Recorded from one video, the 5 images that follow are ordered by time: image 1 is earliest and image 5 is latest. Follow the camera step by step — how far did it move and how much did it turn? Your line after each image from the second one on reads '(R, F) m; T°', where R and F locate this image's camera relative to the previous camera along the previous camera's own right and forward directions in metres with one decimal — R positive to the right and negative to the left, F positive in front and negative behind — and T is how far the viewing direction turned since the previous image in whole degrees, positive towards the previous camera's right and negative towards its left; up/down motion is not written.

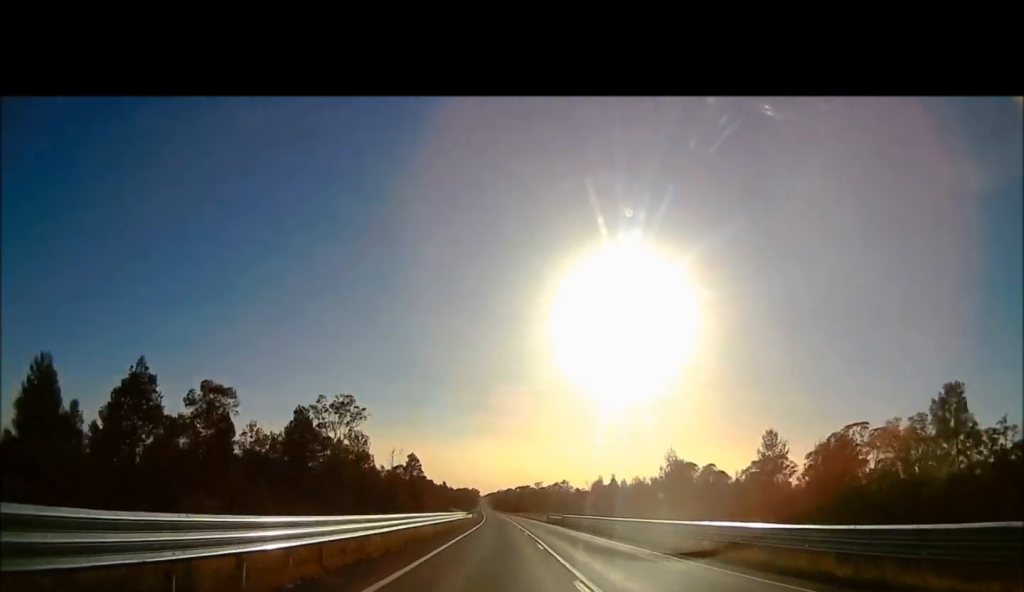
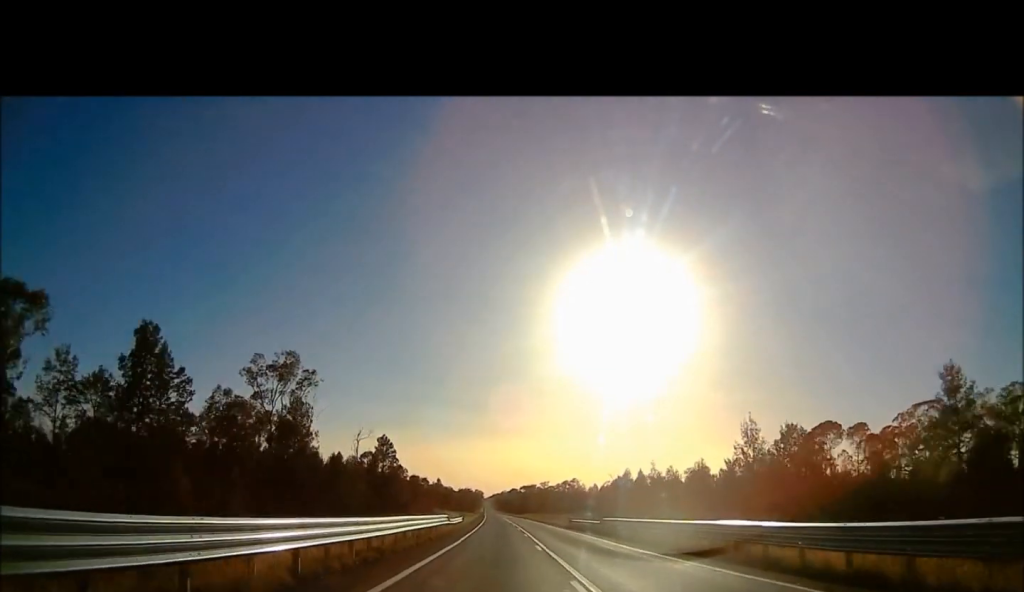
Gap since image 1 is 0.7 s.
(-0.4, +23.8) m; -1°
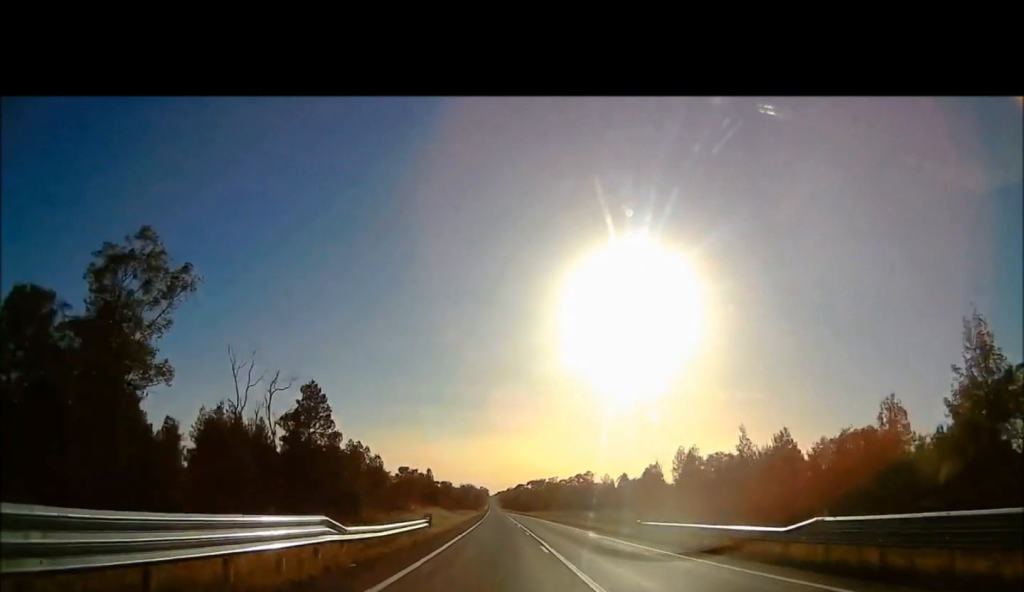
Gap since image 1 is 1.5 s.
(-0.1, +27.2) m; 0°
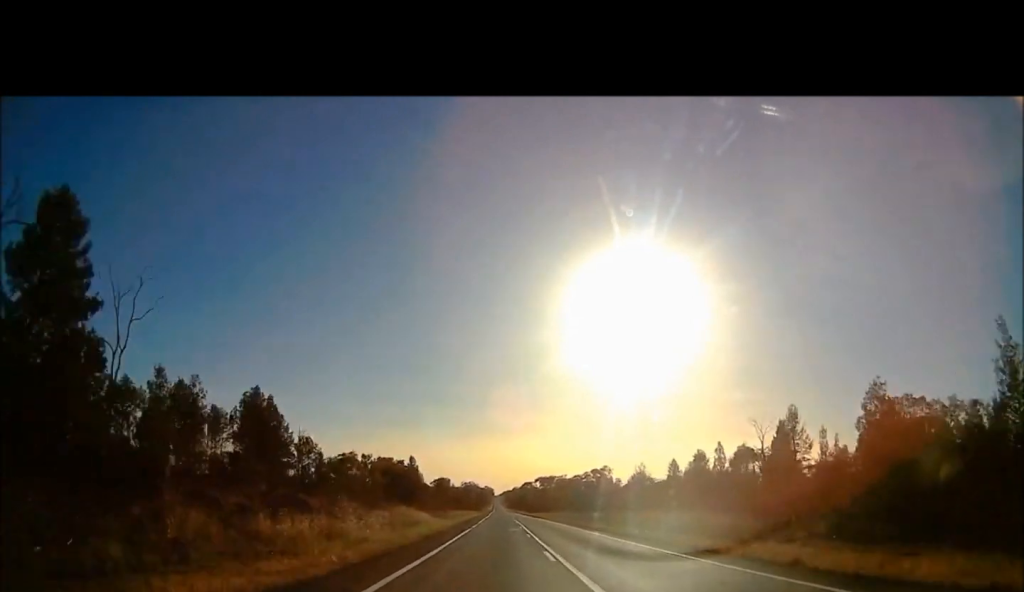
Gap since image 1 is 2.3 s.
(0.0, +26.8) m; 0°
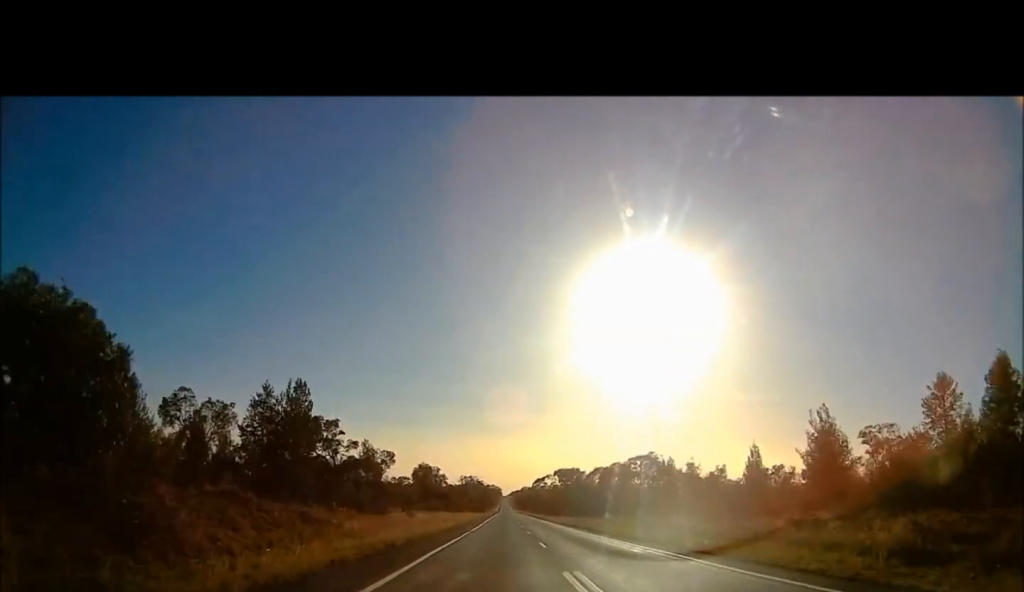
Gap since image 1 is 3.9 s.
(-0.1, +50.7) m; +1°
